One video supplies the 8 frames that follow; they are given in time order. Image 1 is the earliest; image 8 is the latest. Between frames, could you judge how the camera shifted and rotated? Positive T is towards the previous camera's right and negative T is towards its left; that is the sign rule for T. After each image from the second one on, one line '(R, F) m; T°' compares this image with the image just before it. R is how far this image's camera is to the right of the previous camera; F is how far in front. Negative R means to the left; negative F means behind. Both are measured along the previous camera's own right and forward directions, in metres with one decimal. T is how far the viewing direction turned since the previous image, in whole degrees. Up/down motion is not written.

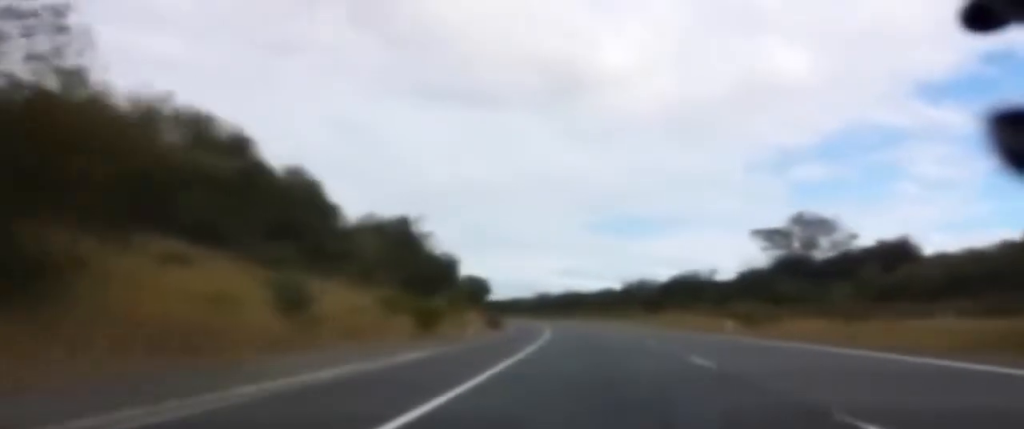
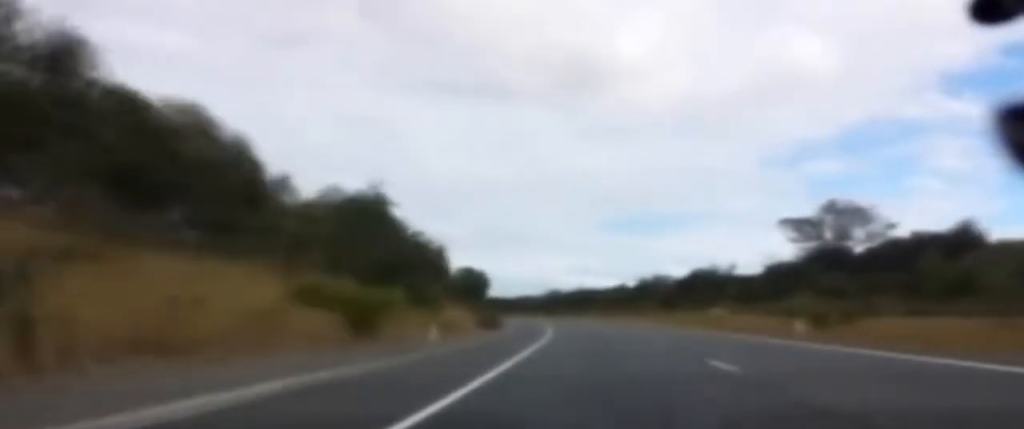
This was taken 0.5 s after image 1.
(-0.1, +14.2) m; -1°
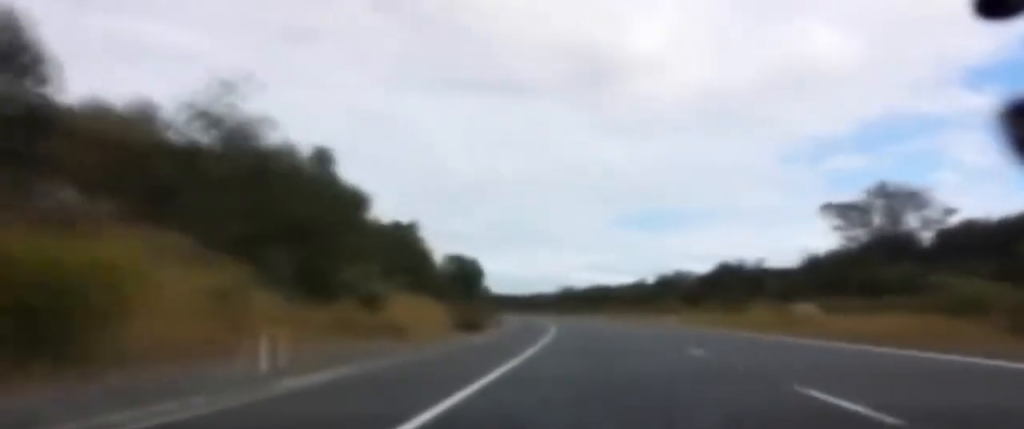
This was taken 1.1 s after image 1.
(0.0, +19.3) m; -1°
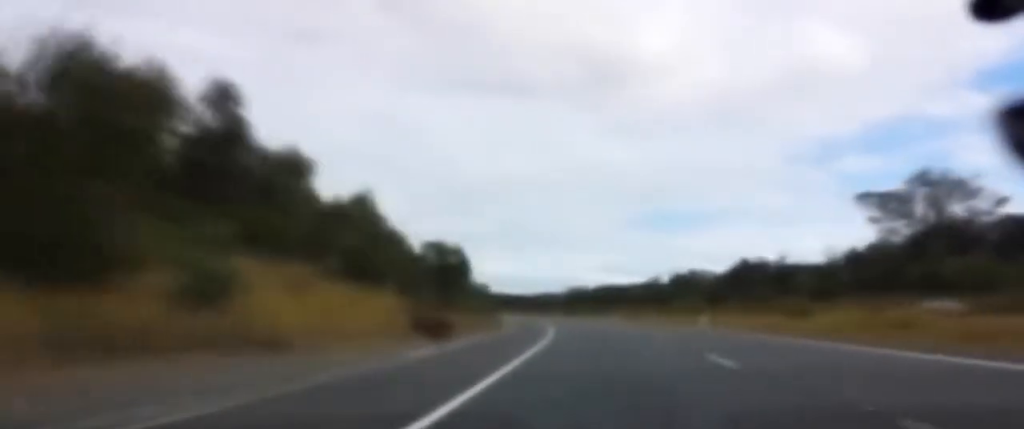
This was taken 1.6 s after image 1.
(-0.1, +16.2) m; -1°
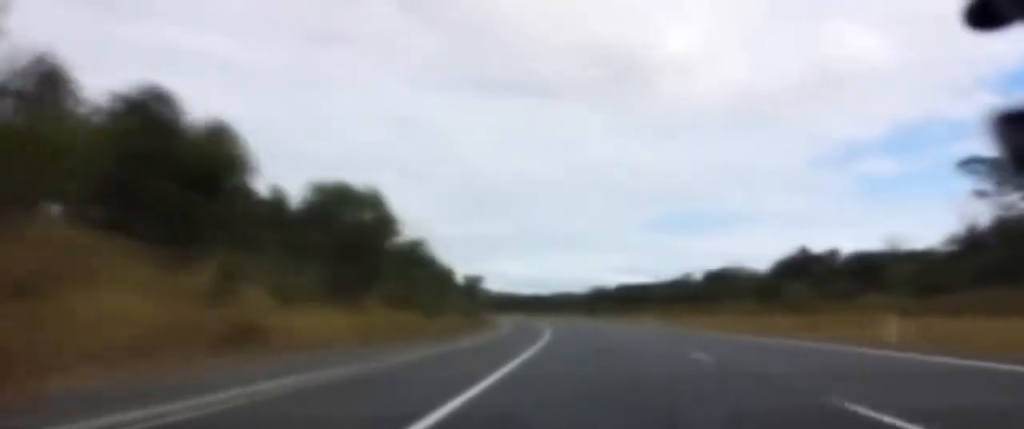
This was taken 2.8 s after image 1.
(-0.4, +34.4) m; -1°
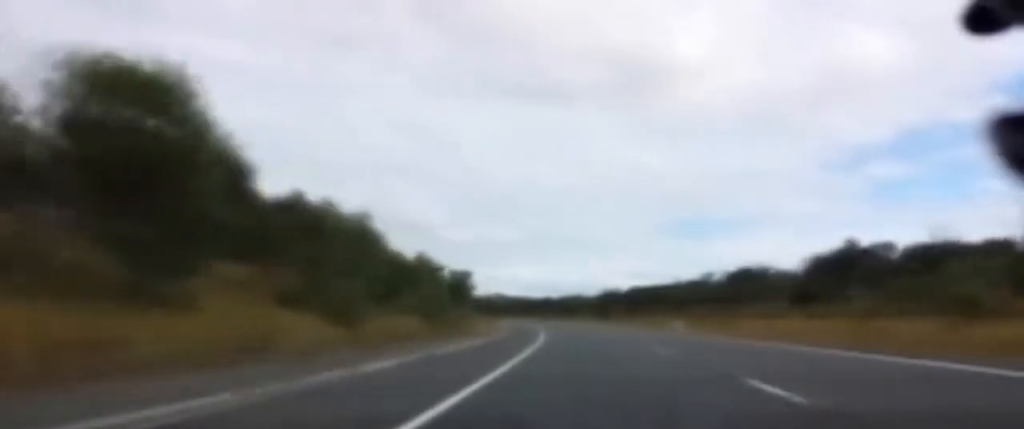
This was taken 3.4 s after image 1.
(-0.2, +20.3) m; -1°
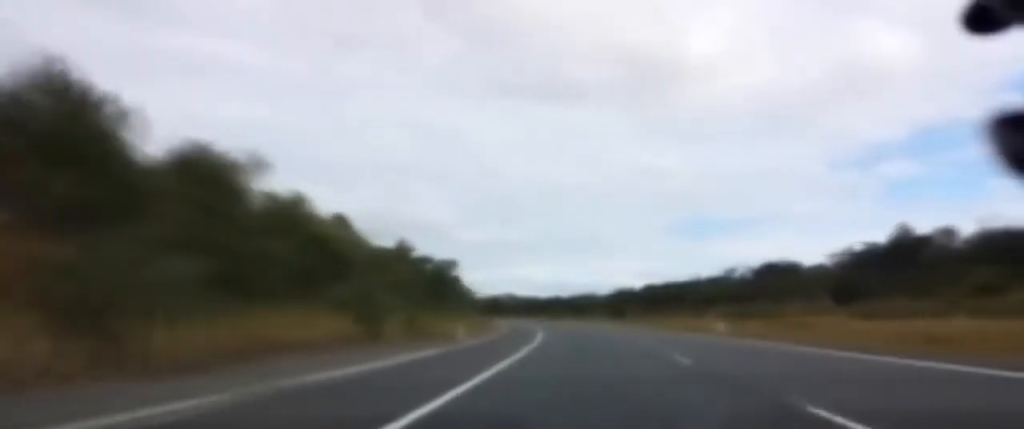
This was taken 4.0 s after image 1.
(0.0, +16.2) m; -1°
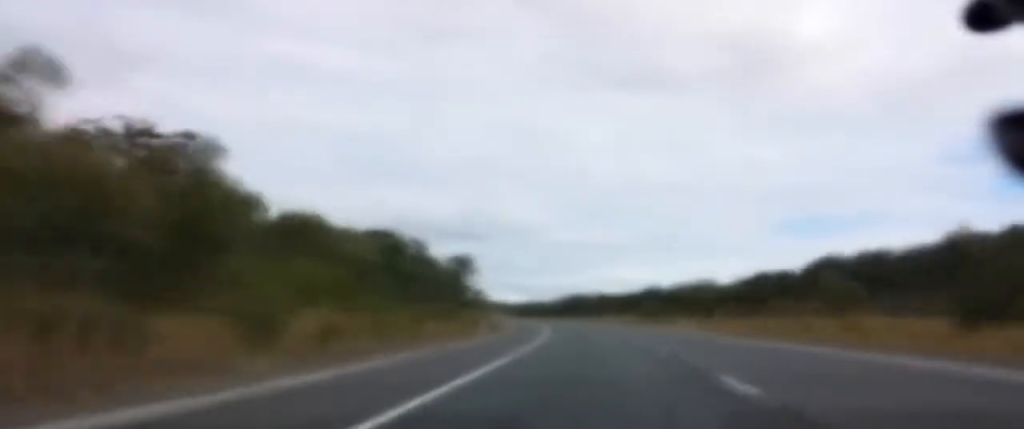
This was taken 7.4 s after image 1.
(-5.1, +105.7) m; -6°
